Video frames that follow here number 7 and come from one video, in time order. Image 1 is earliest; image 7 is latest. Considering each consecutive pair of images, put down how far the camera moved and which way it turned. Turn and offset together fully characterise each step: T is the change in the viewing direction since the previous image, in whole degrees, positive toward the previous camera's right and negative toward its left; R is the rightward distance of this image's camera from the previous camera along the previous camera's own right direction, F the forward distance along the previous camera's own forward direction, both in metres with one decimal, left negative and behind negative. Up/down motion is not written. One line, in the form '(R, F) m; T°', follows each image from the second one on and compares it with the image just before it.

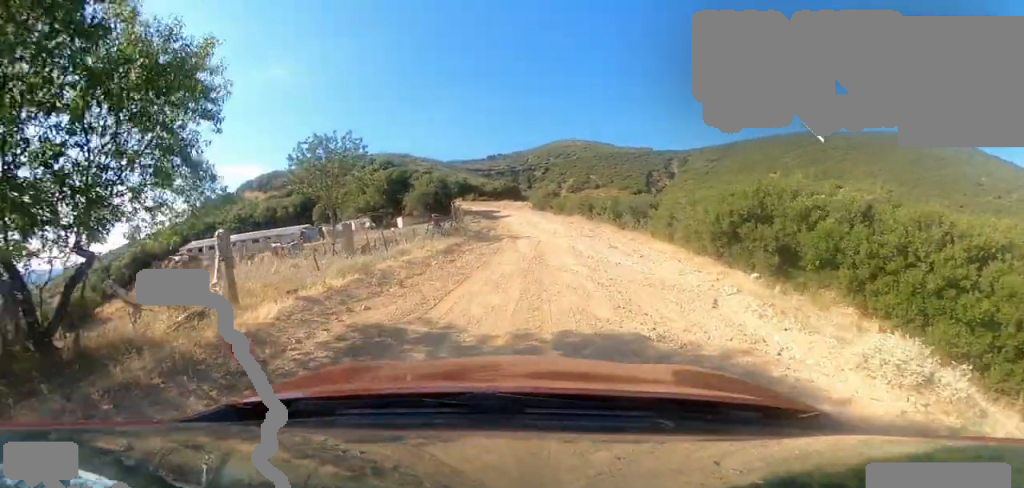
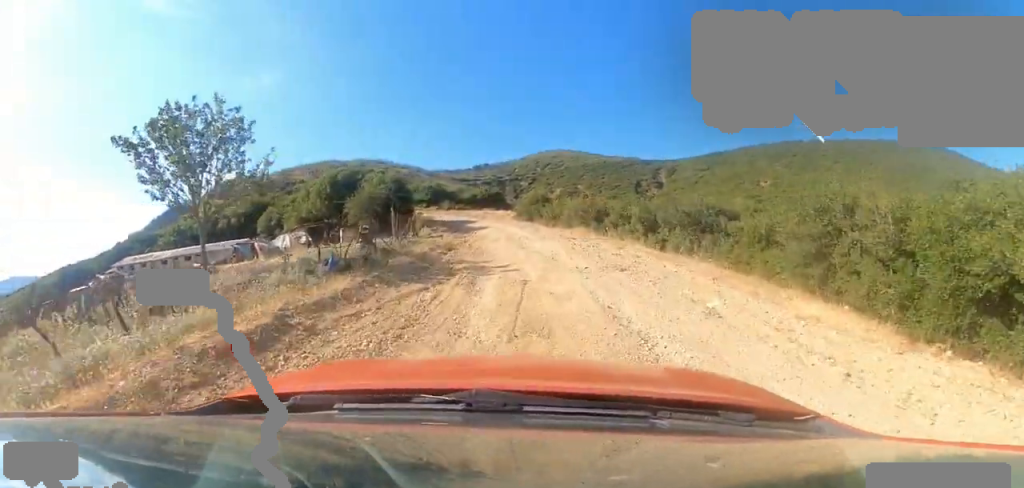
(+0.3, +8.2) m; +2°
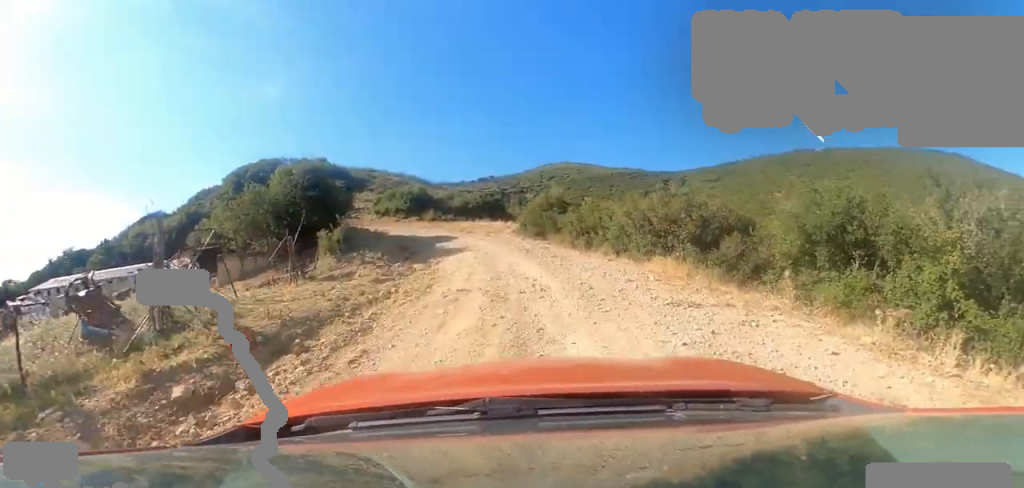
(0.0, +10.2) m; -2°
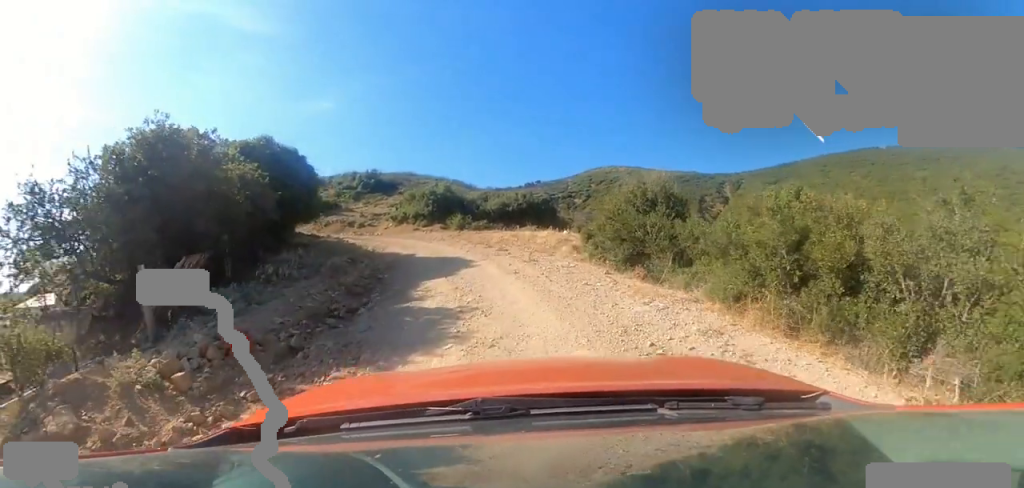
(-0.4, +8.3) m; -13°
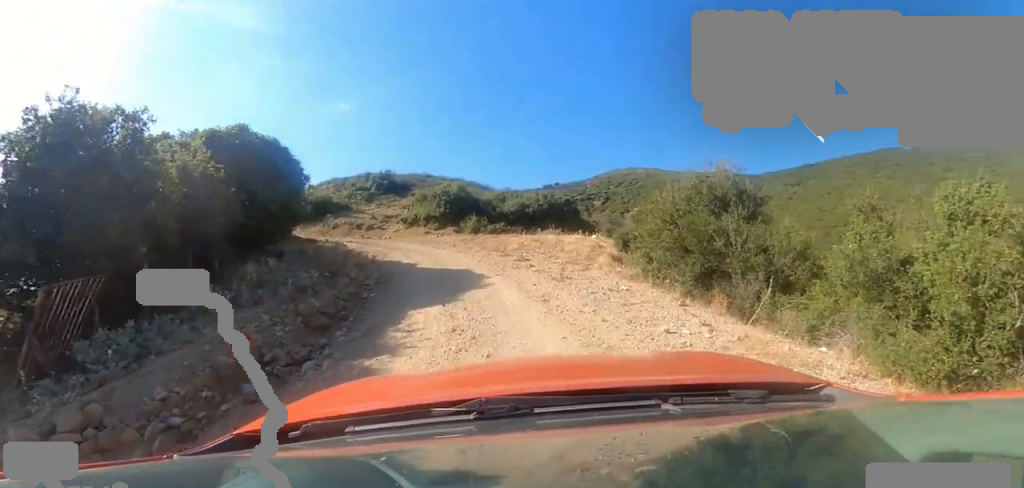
(-0.3, +2.6) m; -3°
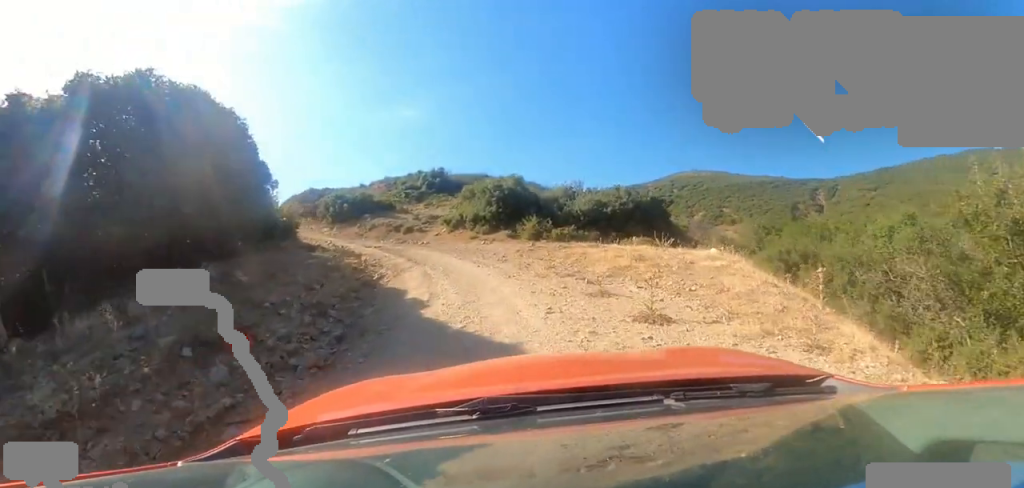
(-0.1, +6.7) m; -9°
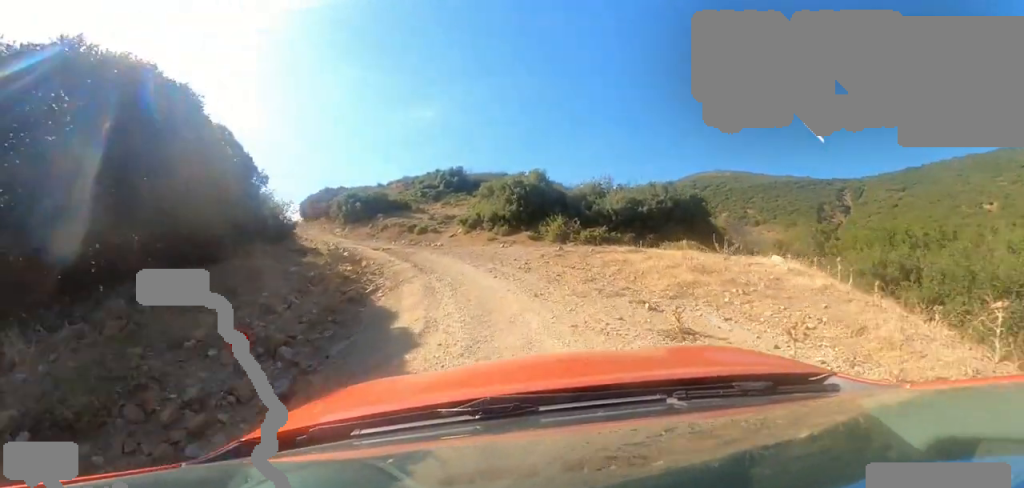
(-0.3, +2.0) m; -7°
